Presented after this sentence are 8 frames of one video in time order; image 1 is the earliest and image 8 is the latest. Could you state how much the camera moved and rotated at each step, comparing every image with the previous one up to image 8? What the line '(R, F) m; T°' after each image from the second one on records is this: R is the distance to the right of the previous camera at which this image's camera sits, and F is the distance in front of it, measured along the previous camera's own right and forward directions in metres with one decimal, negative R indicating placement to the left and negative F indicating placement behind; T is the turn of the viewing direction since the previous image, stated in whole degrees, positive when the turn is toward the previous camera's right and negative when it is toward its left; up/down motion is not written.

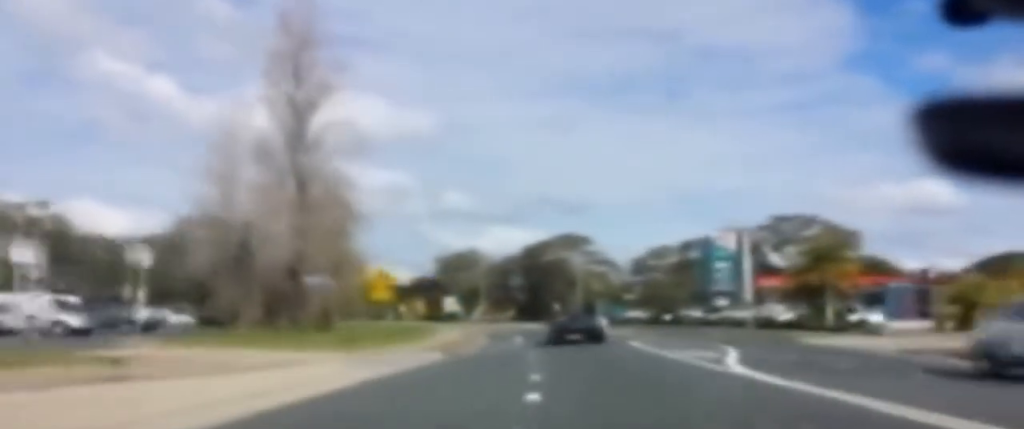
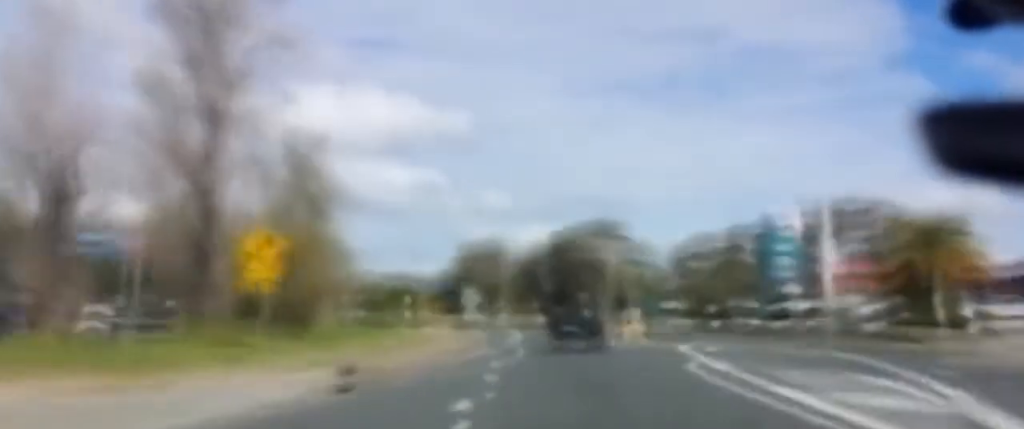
(0.0, +14.3) m; -1°
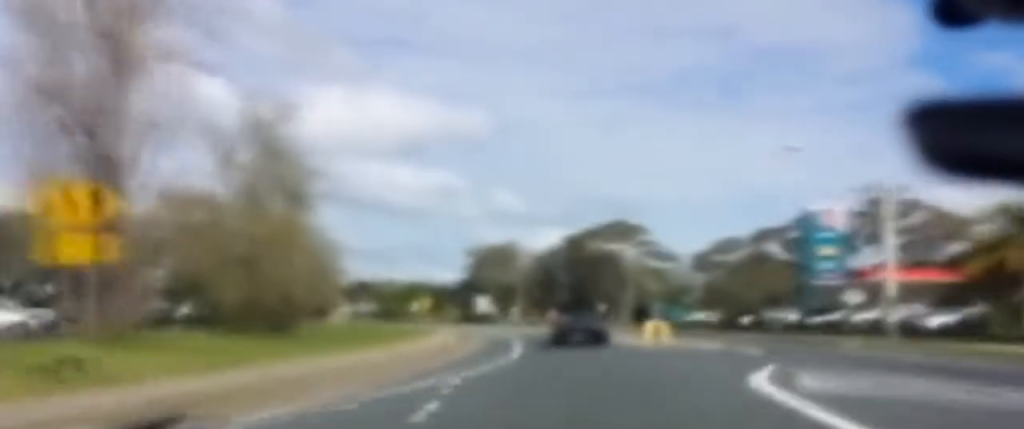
(+0.2, +7.8) m; -2°
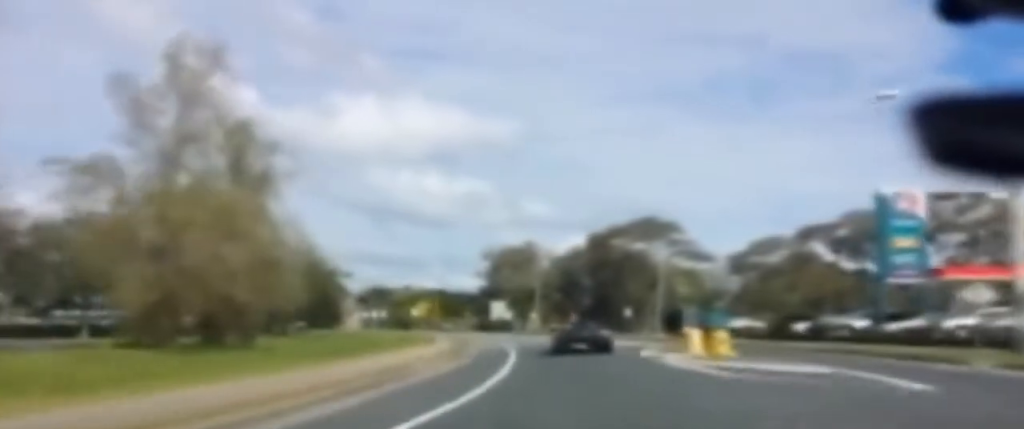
(-0.6, +10.7) m; -2°
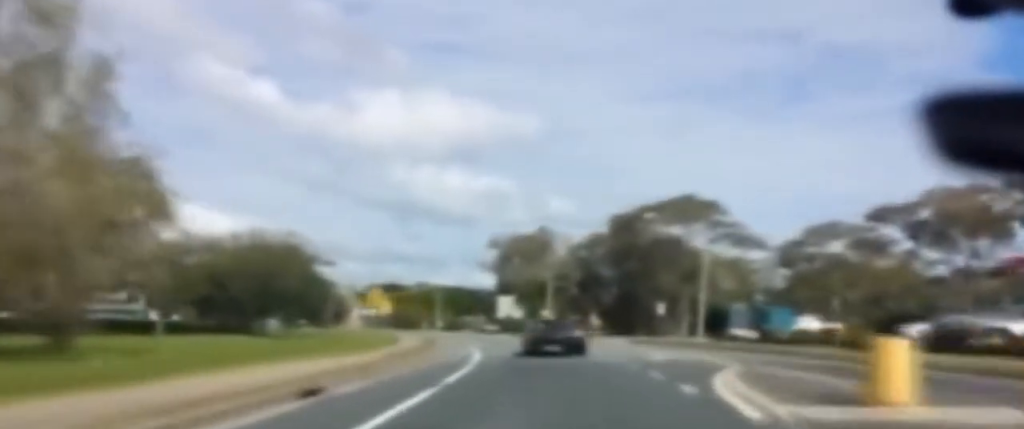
(+0.2, +17.7) m; +1°
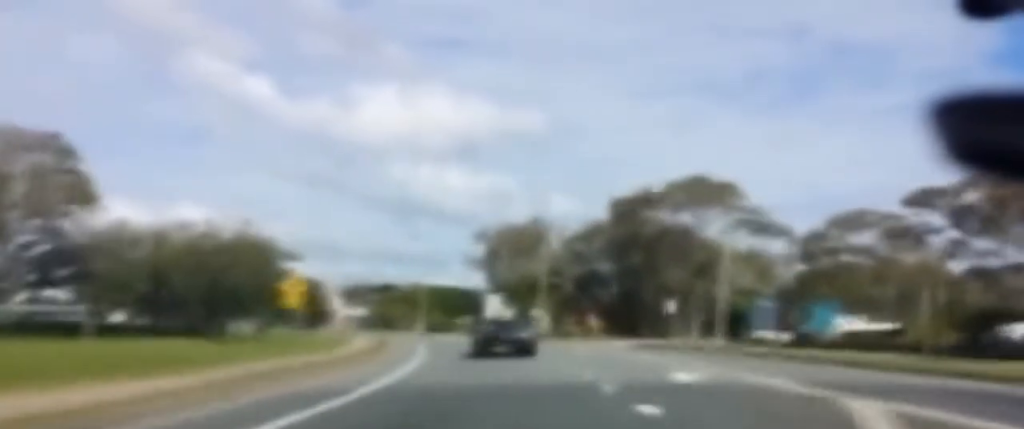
(+0.1, +11.2) m; 0°
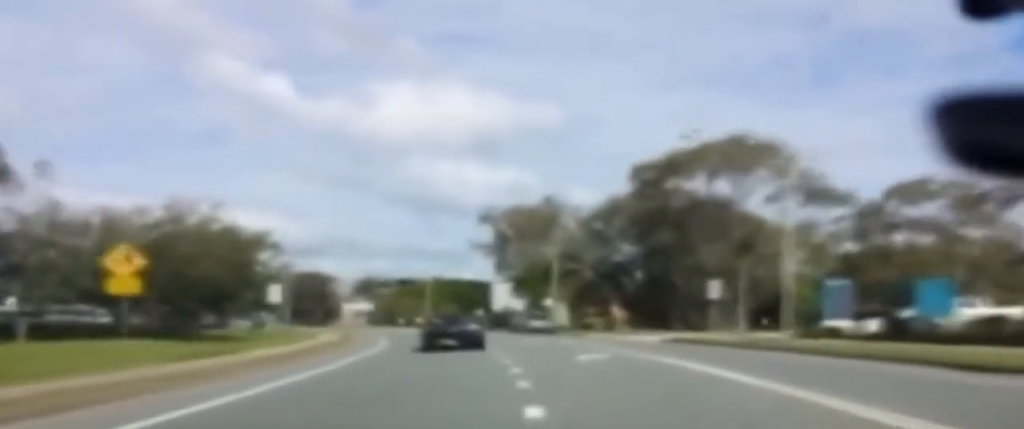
(-0.3, +13.3) m; -3°
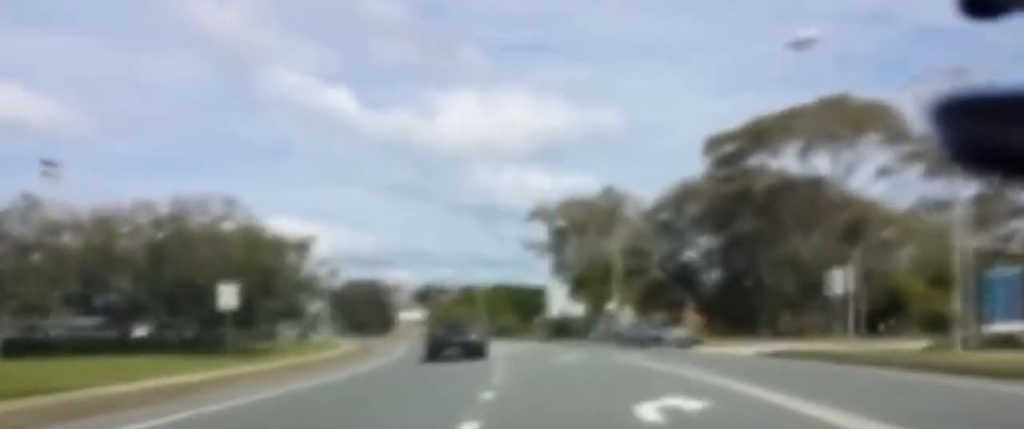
(-0.4, +12.0) m; -4°
